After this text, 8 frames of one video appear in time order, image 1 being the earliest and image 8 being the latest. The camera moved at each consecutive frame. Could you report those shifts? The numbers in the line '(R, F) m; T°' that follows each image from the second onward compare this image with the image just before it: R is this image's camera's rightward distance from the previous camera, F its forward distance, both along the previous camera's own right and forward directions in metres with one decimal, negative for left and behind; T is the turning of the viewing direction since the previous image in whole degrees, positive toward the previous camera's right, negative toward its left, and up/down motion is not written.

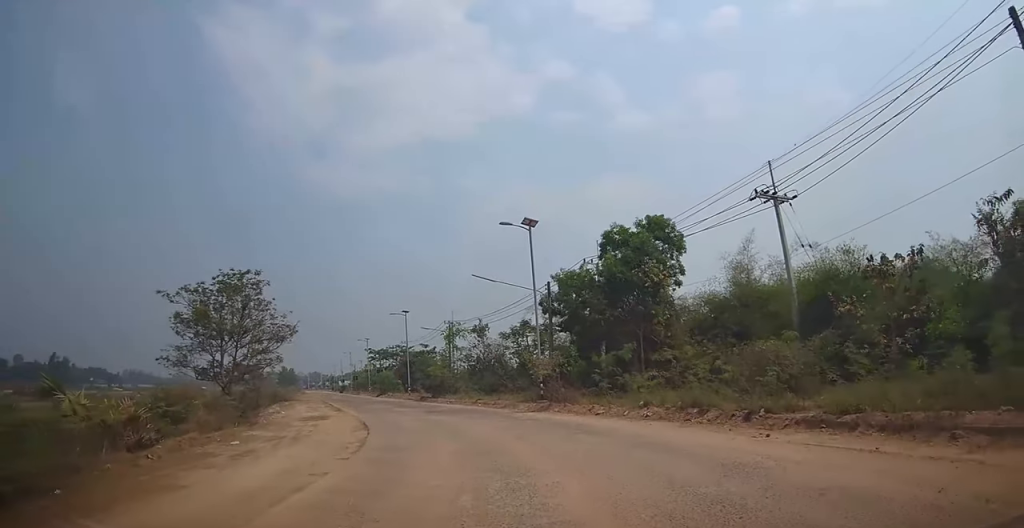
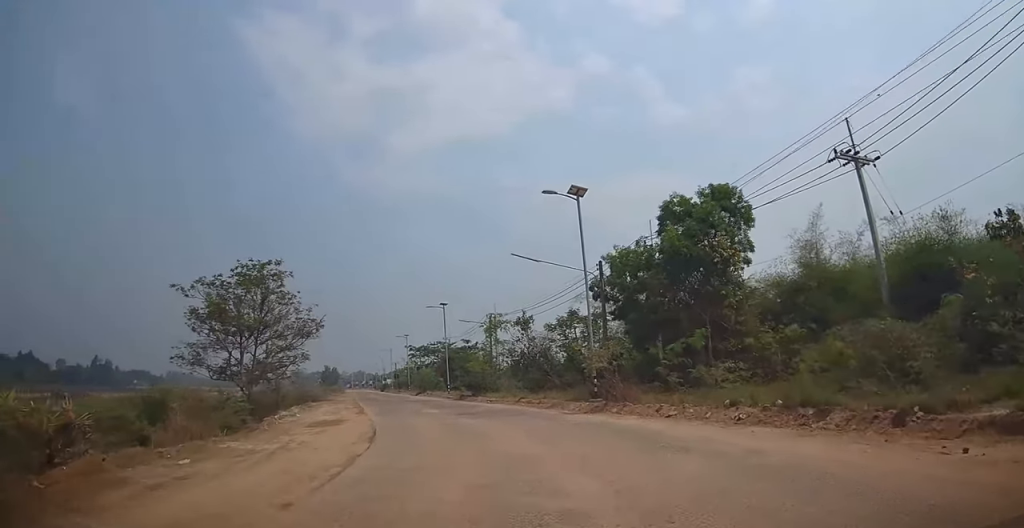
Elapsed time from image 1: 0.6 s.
(-0.1, +3.8) m; -6°
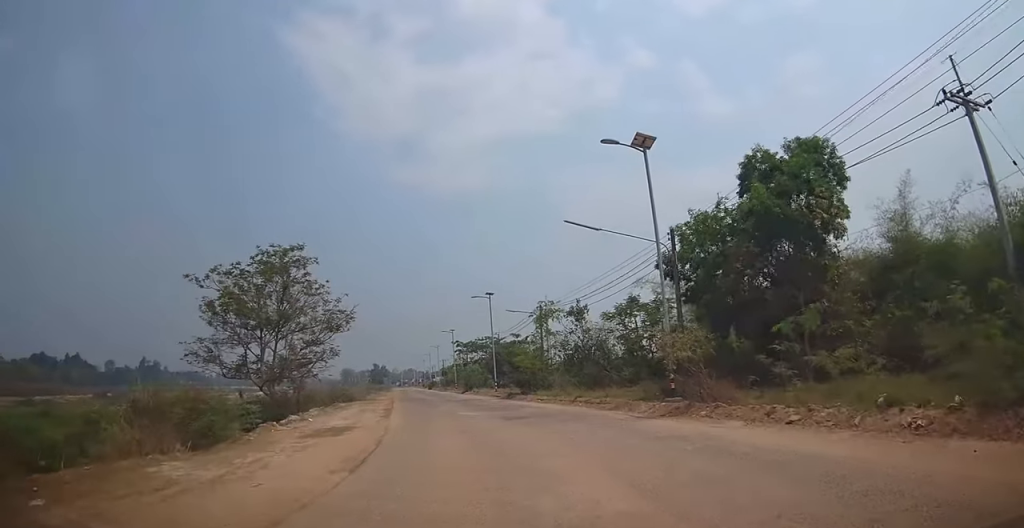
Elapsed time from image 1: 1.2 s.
(-0.3, +4.4) m; -6°
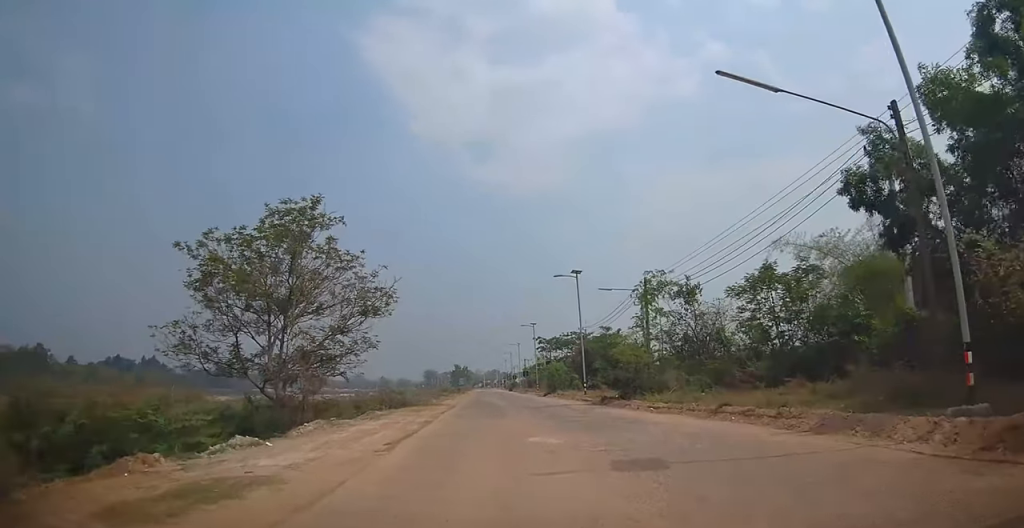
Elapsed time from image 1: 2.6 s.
(-0.9, +9.9) m; -6°
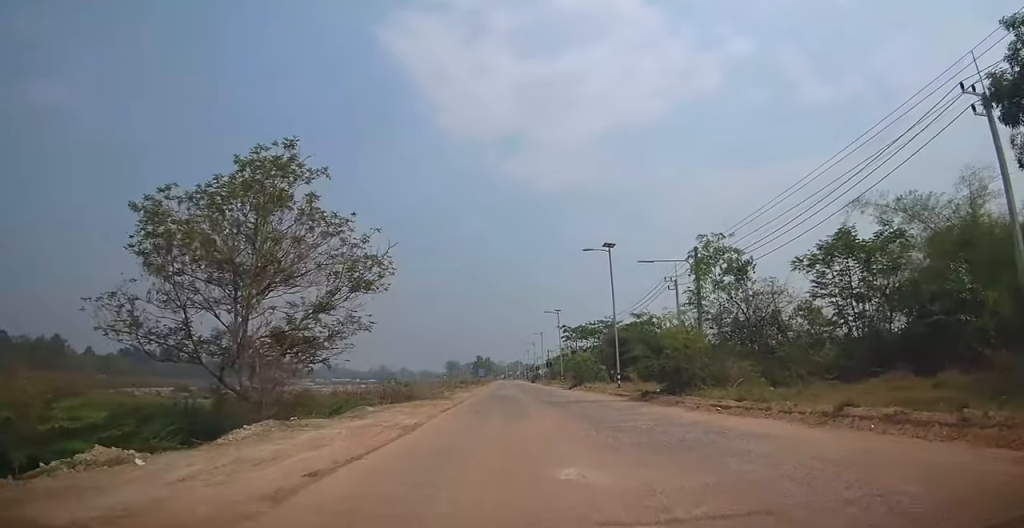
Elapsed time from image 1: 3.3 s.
(0.0, +5.4) m; -1°
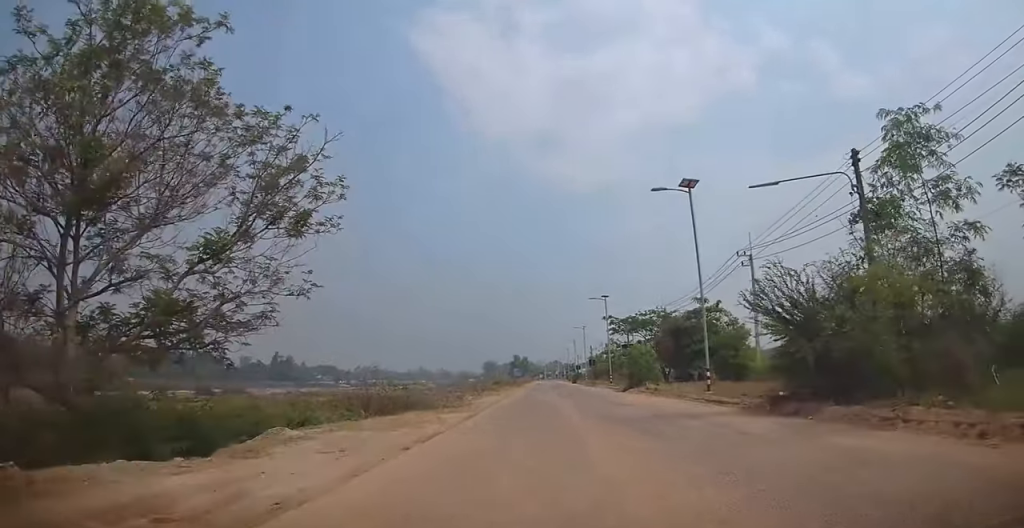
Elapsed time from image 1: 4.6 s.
(-0.2, +10.6) m; -5°
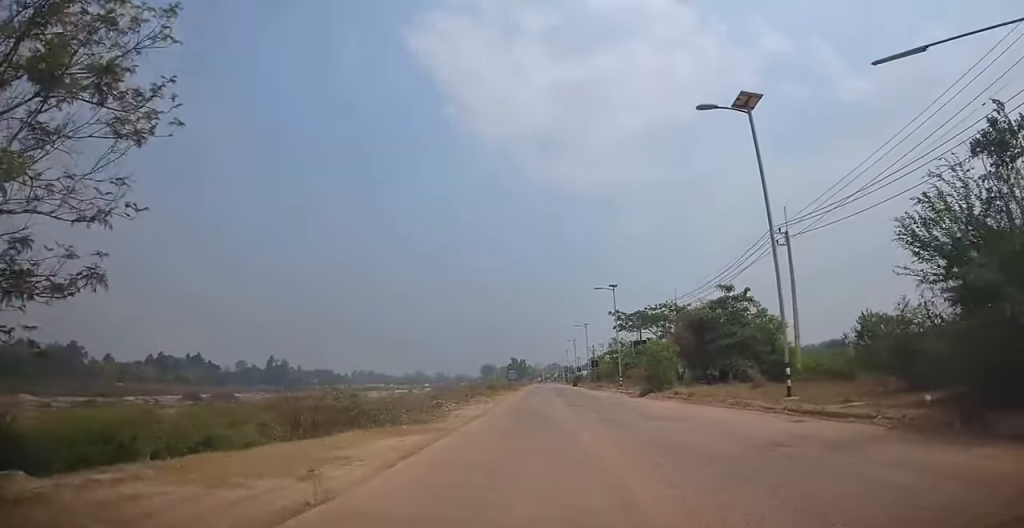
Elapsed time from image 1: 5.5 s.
(-0.5, +7.2) m; -5°
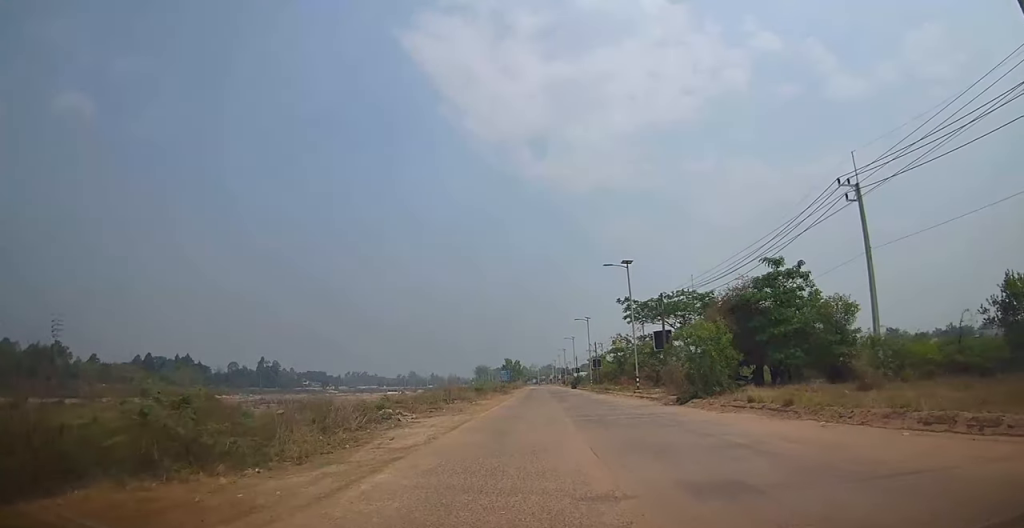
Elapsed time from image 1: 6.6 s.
(-0.4, +9.7) m; +2°
